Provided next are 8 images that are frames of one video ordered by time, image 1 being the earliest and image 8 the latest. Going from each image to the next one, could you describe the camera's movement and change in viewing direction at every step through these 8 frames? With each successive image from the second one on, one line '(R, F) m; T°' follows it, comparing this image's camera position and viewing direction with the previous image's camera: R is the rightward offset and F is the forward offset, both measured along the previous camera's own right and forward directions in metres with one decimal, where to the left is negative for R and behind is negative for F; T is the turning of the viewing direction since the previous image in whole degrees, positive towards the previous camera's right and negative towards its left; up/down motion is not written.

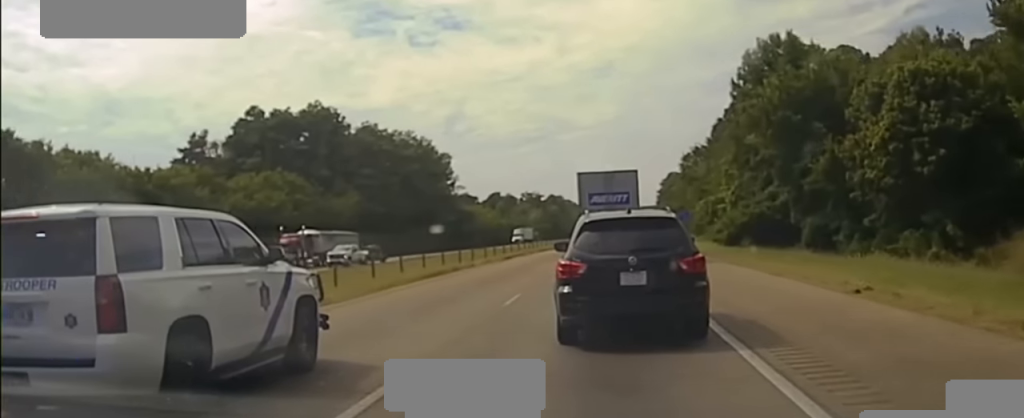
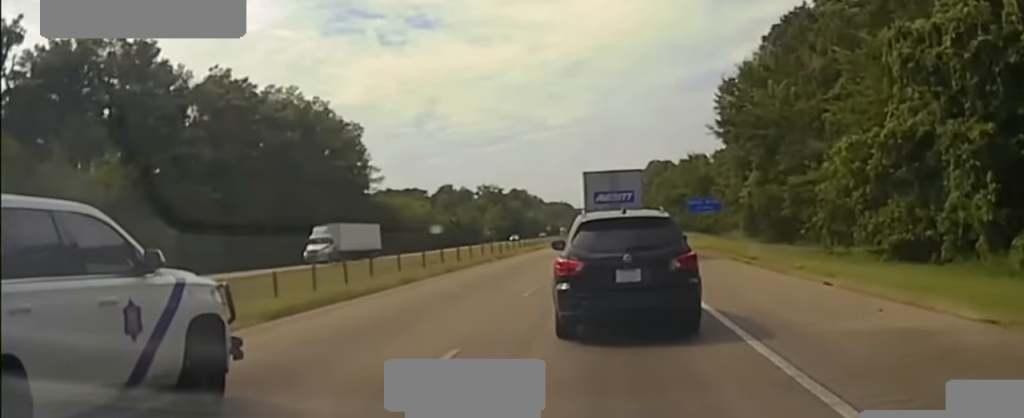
(0.0, +59.7) m; 0°
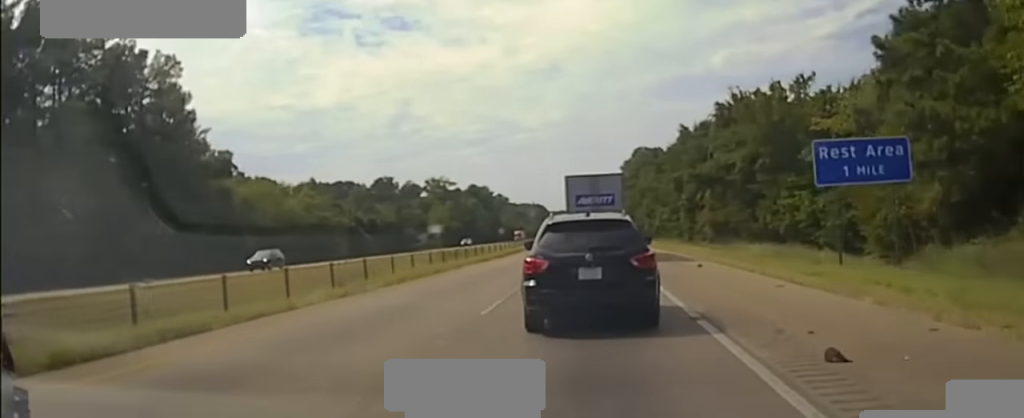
(0.0, +64.5) m; 0°
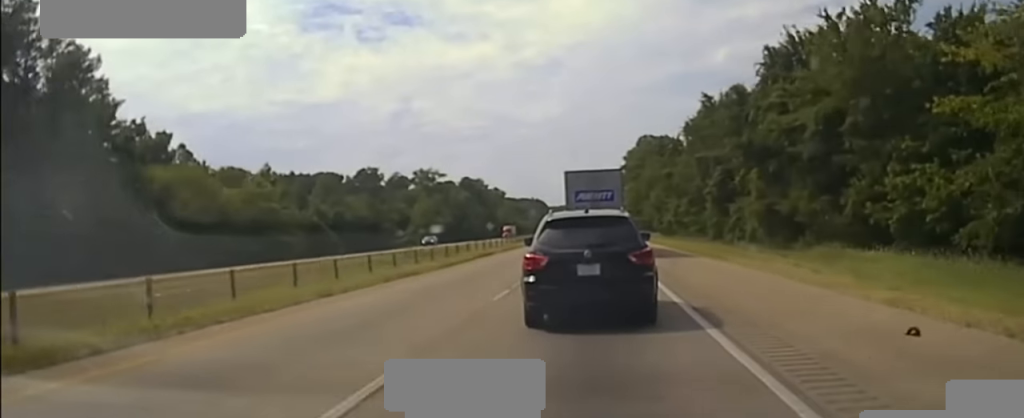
(0.0, +20.3) m; +1°
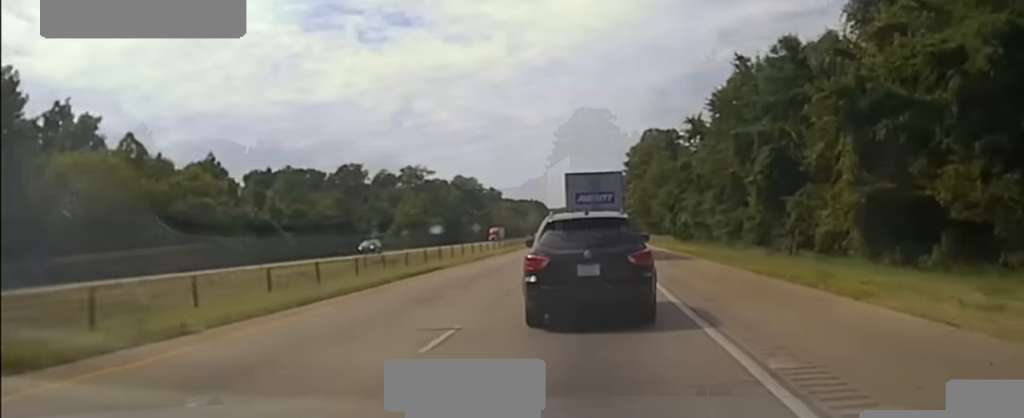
(+0.1, +19.9) m; +1°
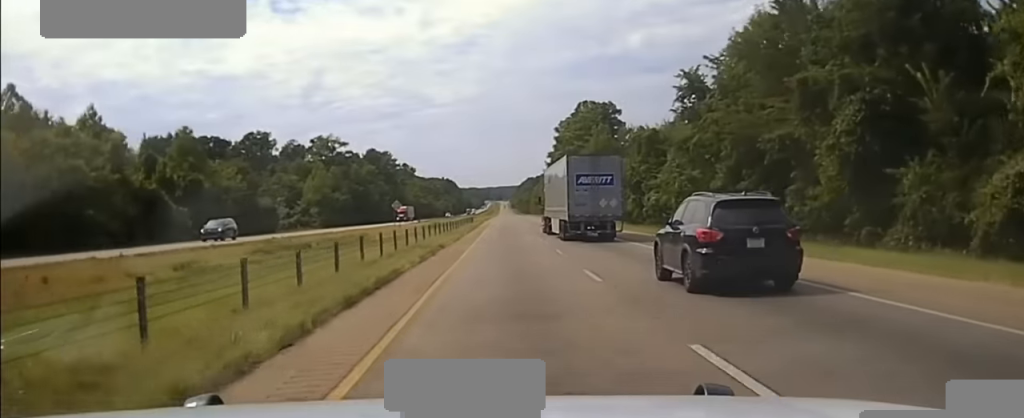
(+0.2, +13.5) m; +1°
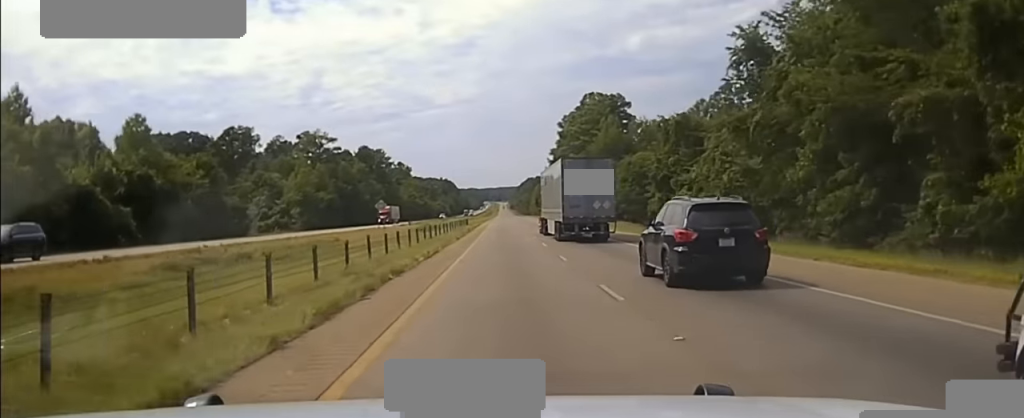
(+0.2, +16.3) m; +1°
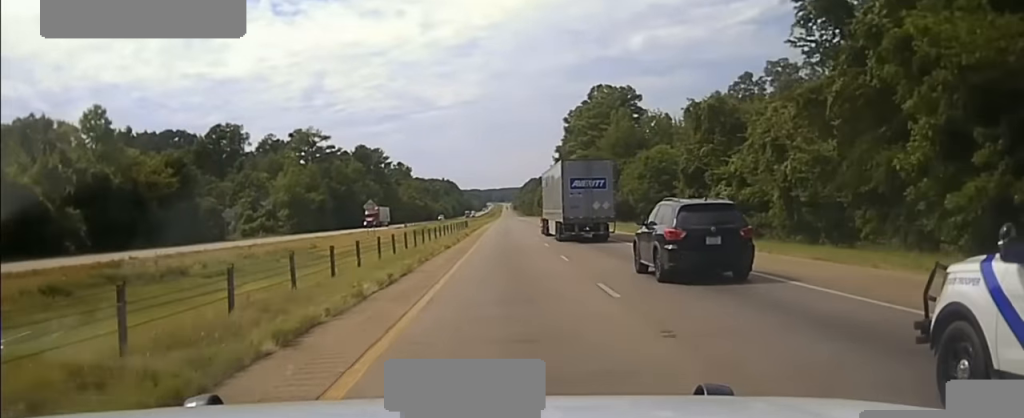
(+0.1, +11.3) m; 0°
